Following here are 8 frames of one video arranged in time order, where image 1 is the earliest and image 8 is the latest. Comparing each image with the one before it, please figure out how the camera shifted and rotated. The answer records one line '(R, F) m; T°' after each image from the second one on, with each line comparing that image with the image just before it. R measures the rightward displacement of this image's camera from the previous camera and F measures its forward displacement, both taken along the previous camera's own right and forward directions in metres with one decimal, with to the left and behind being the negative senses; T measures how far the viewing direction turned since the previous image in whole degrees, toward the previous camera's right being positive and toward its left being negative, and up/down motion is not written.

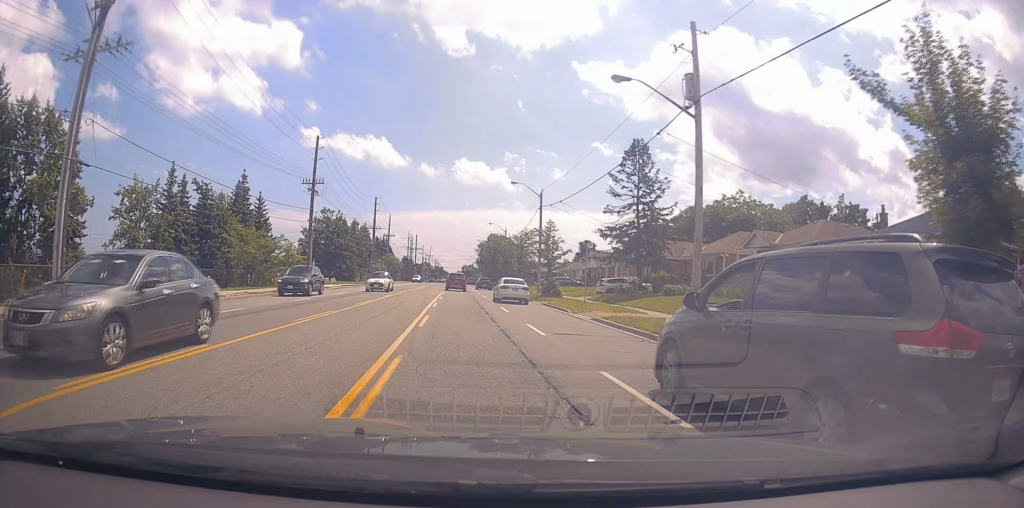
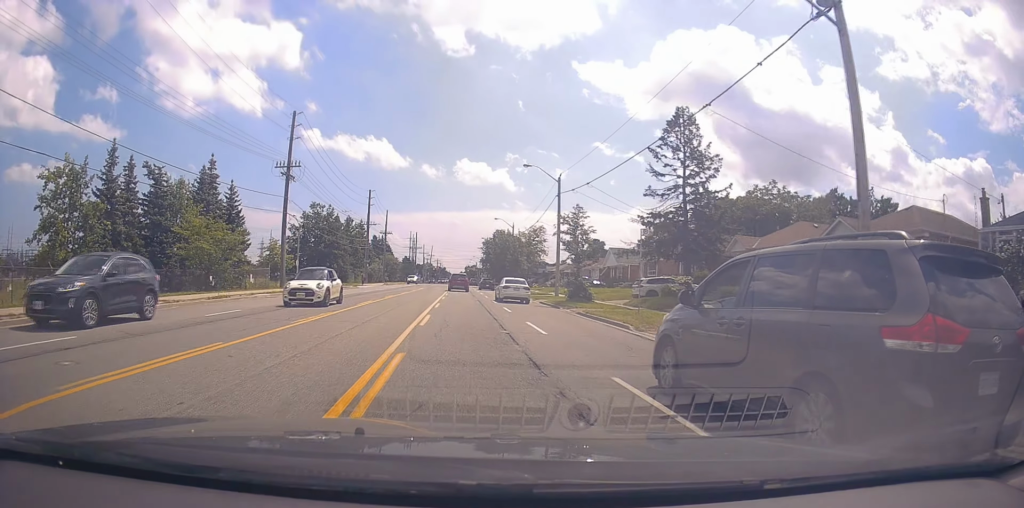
(+0.2, +9.3) m; 0°
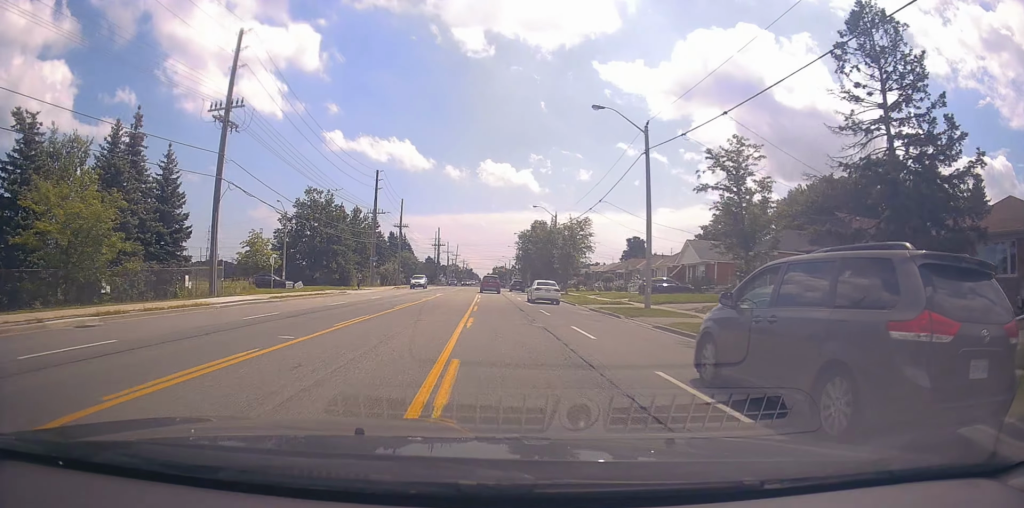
(-0.3, +18.2) m; -1°
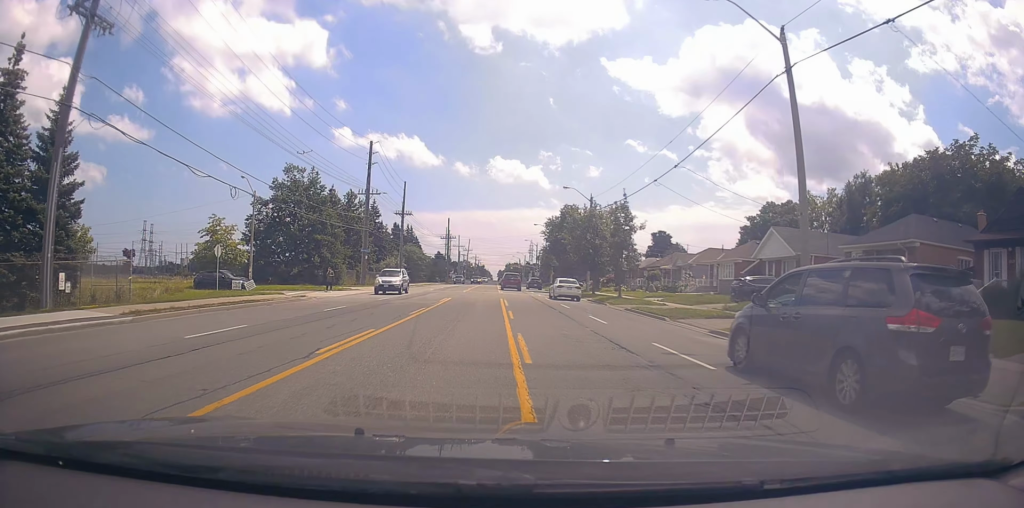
(+0.1, +14.5) m; -2°
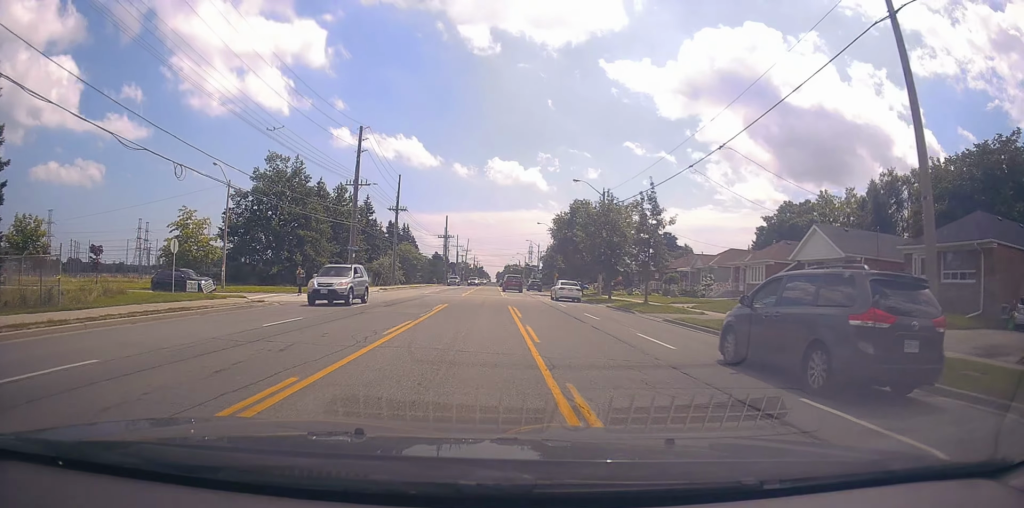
(-0.3, +6.4) m; -1°
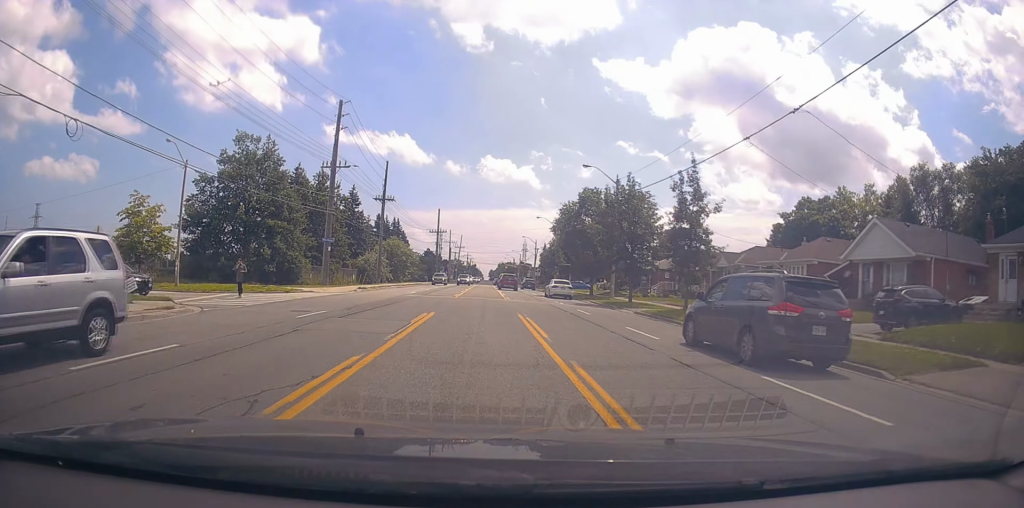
(-0.1, +8.4) m; 0°
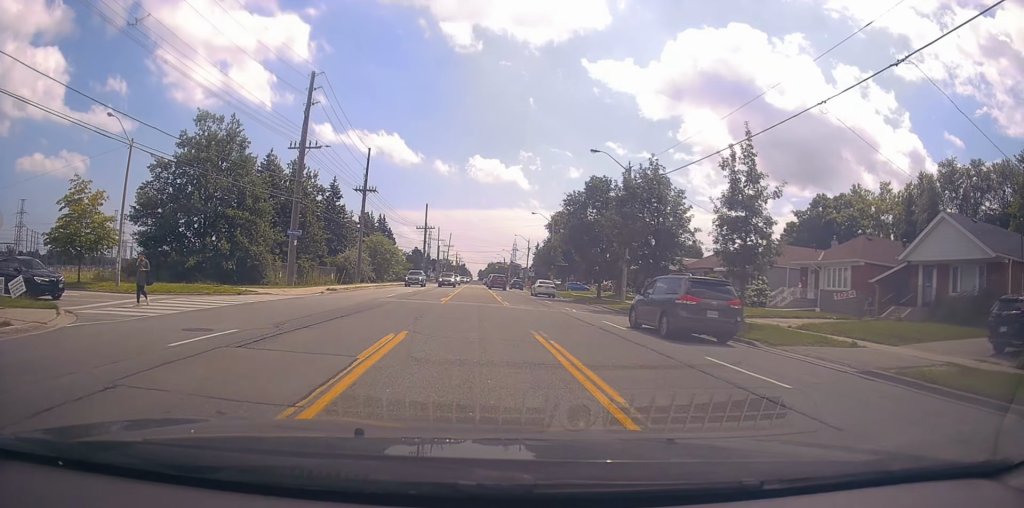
(+0.1, +8.5) m; +1°
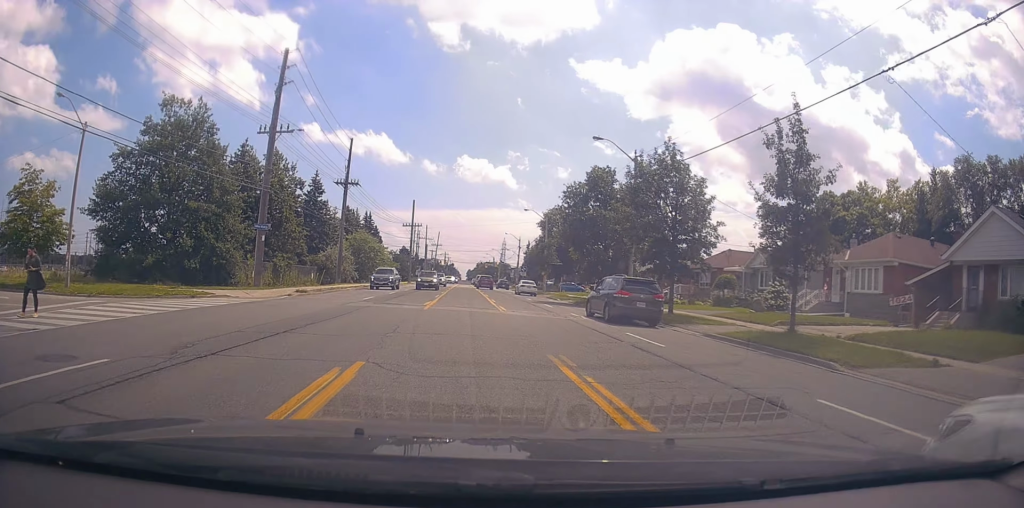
(0.0, +5.7) m; +1°
